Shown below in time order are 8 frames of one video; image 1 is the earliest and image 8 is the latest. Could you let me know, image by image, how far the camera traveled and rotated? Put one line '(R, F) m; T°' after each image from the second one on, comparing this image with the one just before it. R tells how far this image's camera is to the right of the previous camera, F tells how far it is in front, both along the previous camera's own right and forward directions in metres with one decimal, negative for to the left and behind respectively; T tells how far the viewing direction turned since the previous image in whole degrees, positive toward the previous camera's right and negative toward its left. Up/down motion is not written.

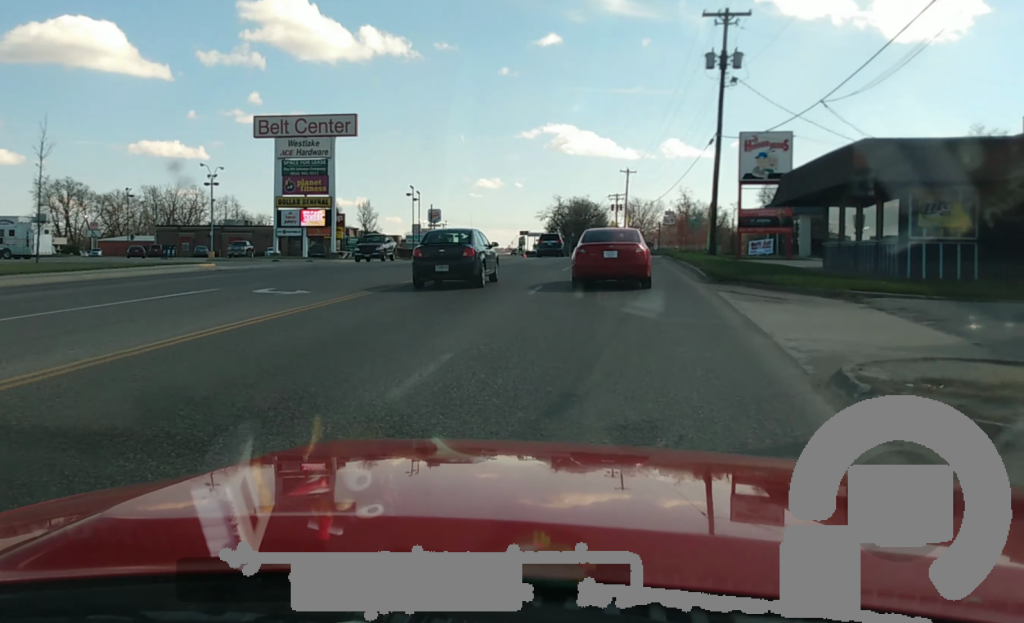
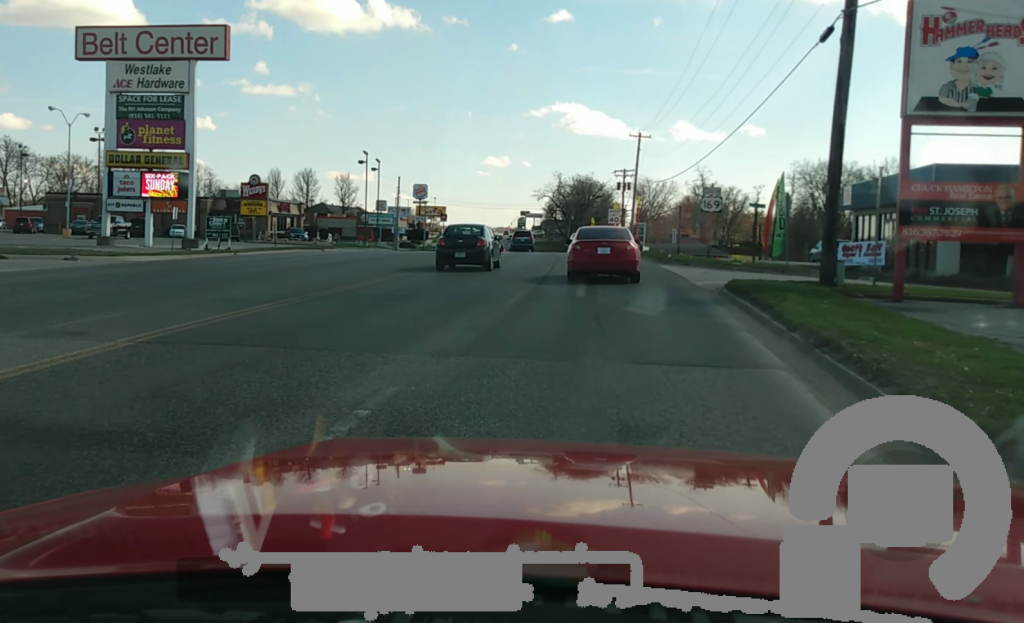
(-0.7, +27.3) m; -3°
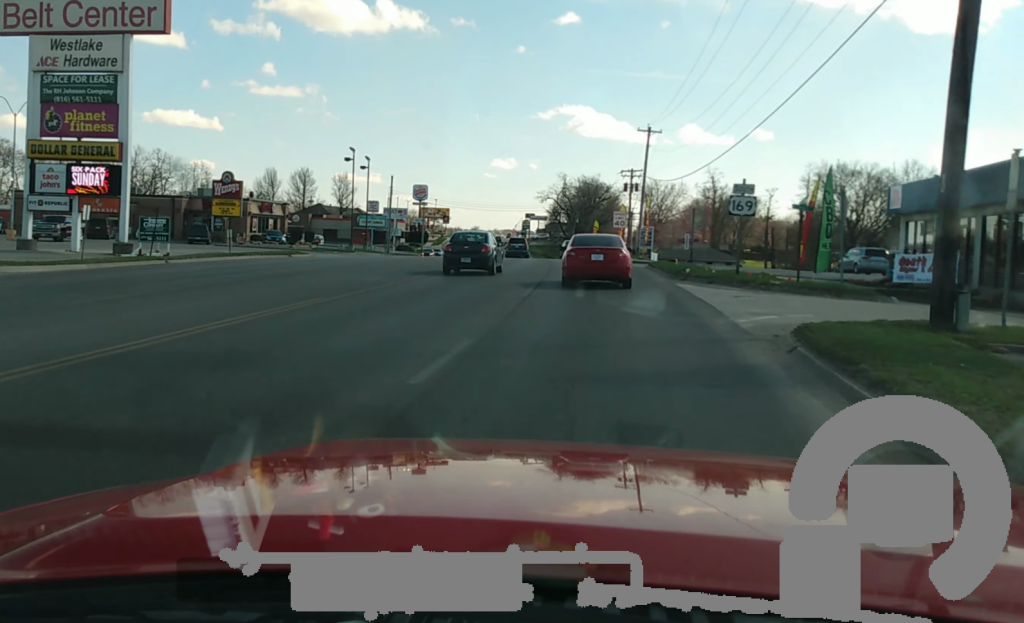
(+0.1, +7.8) m; +1°
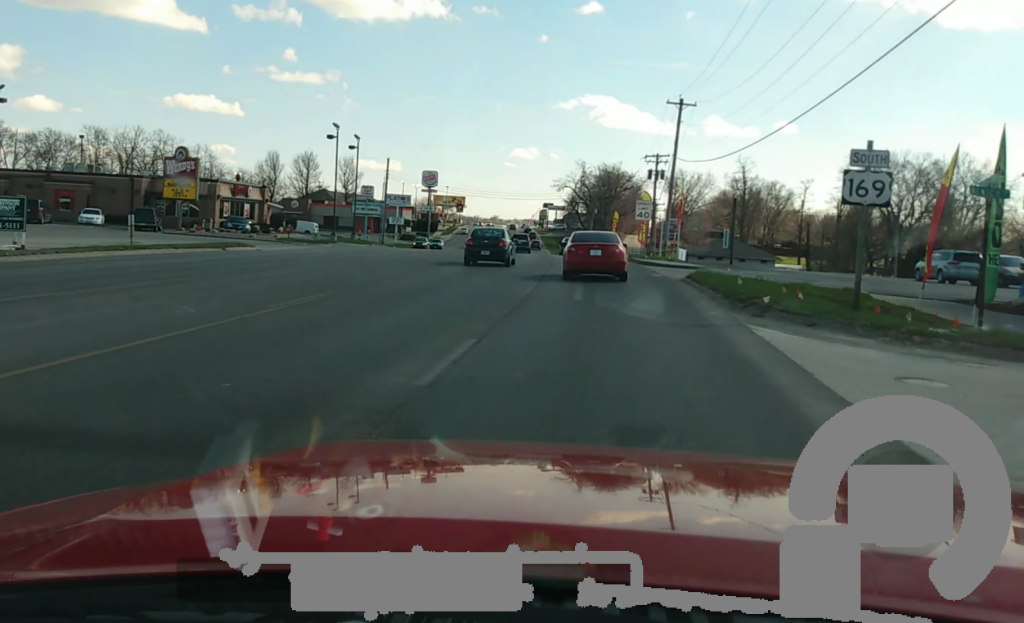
(+0.1, +12.4) m; 0°
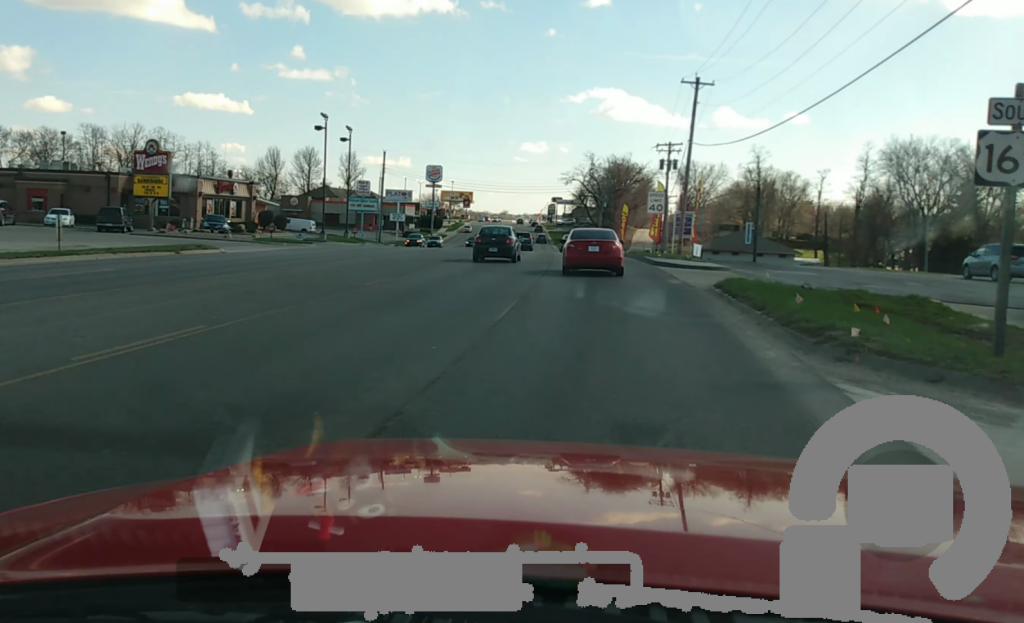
(0.0, +6.2) m; 0°
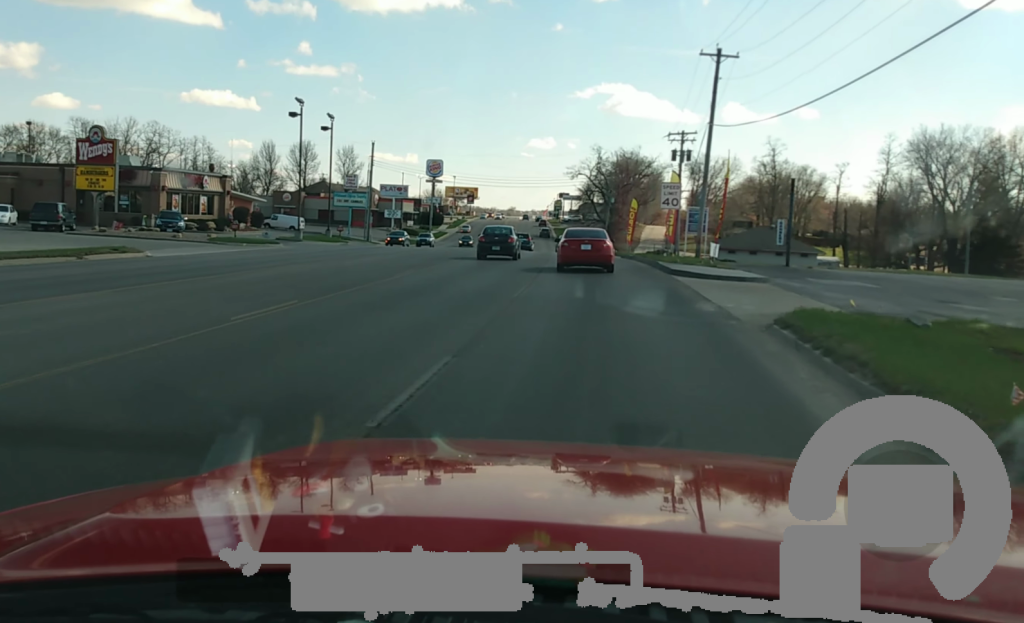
(0.0, +7.9) m; -1°
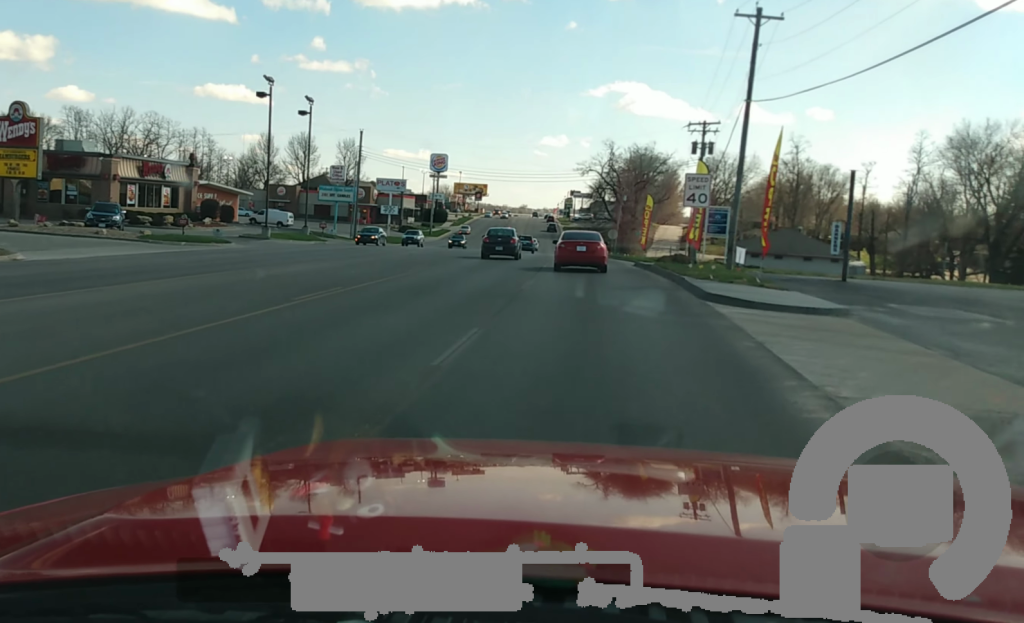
(-0.2, +8.9) m; -1°
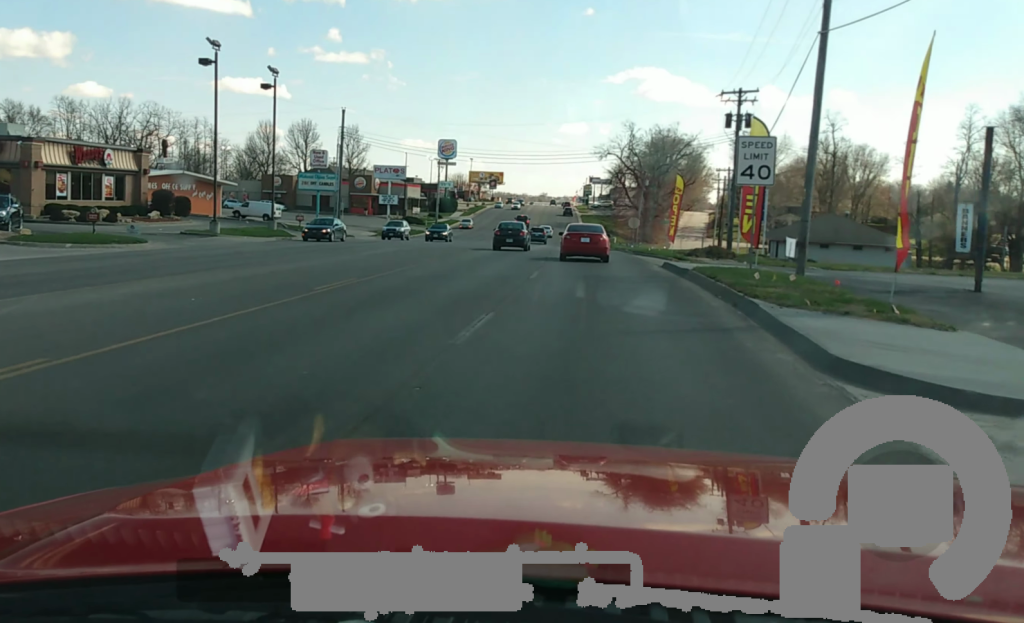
(-0.2, +11.2) m; -1°
